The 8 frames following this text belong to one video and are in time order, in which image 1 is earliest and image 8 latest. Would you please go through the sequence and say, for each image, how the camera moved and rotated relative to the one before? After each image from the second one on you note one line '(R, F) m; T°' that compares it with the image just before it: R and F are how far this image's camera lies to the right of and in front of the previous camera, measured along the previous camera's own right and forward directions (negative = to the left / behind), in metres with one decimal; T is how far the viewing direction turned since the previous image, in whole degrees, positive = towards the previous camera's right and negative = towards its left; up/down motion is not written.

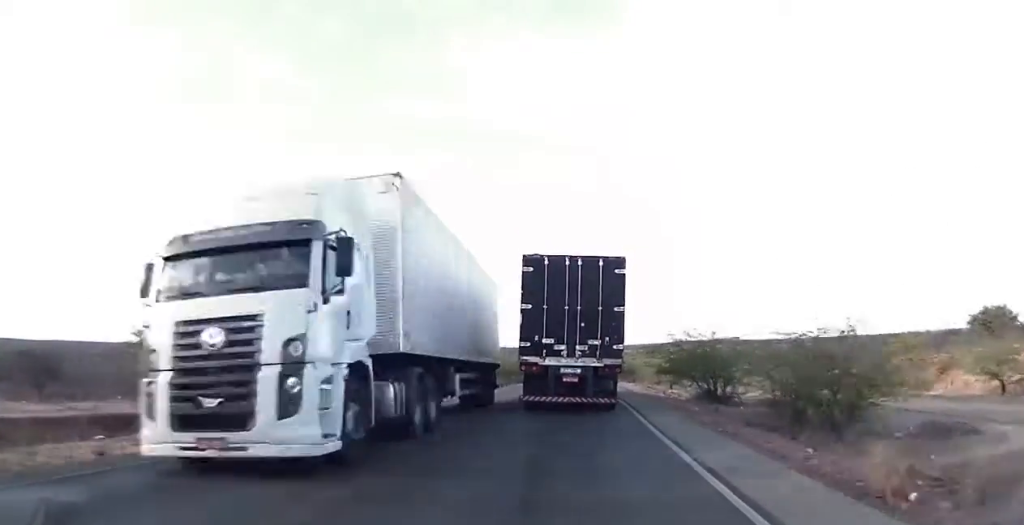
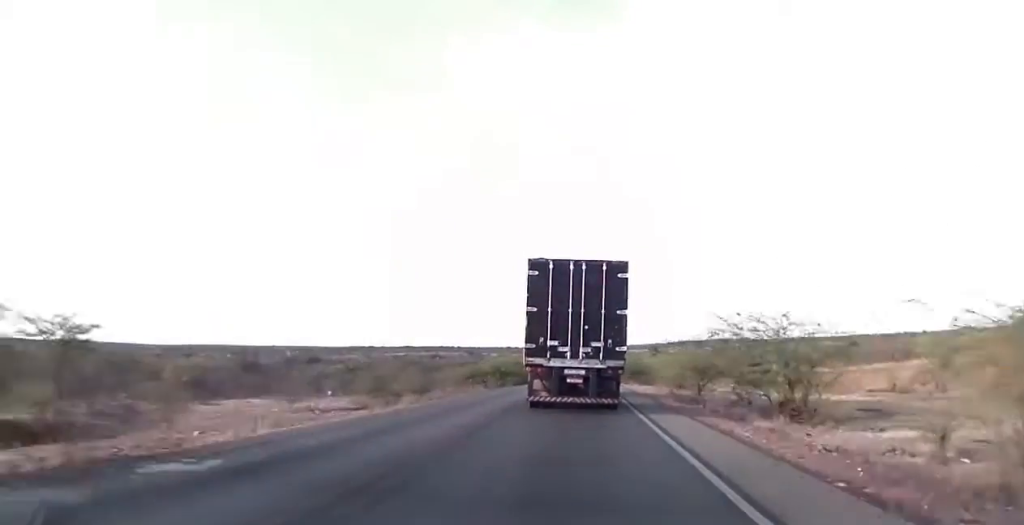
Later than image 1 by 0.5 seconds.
(-0.1, +10.2) m; -1°
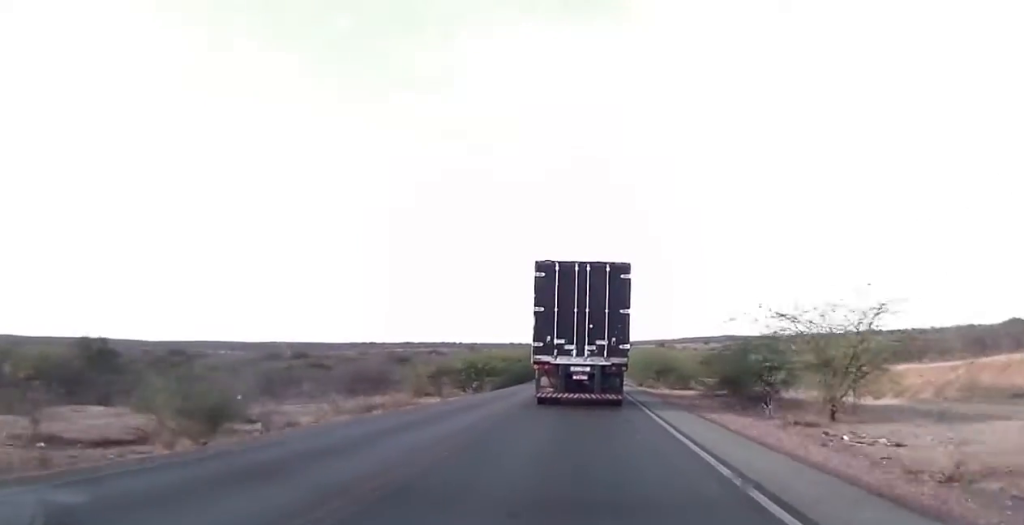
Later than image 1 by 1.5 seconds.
(-0.3, +20.1) m; -1°
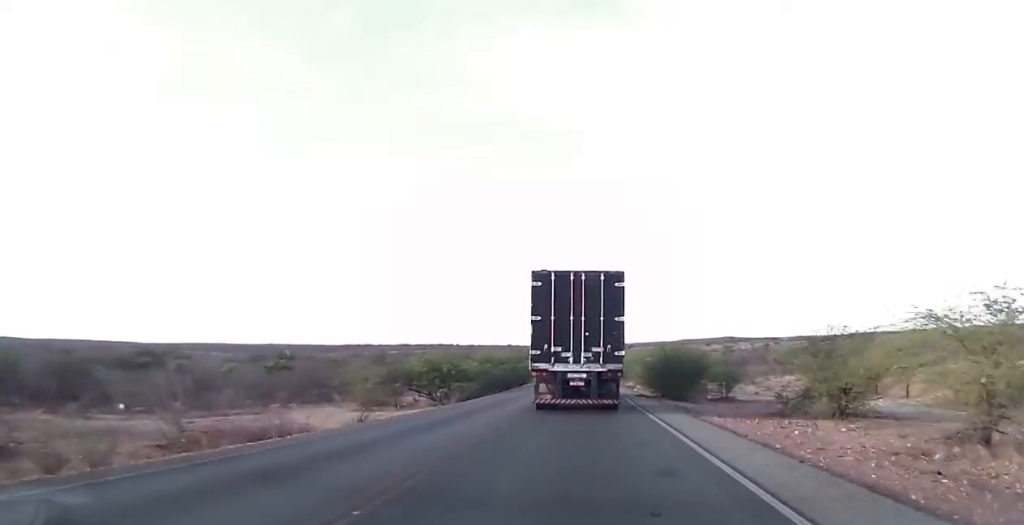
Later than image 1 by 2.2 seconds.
(0.0, +13.8) m; 0°
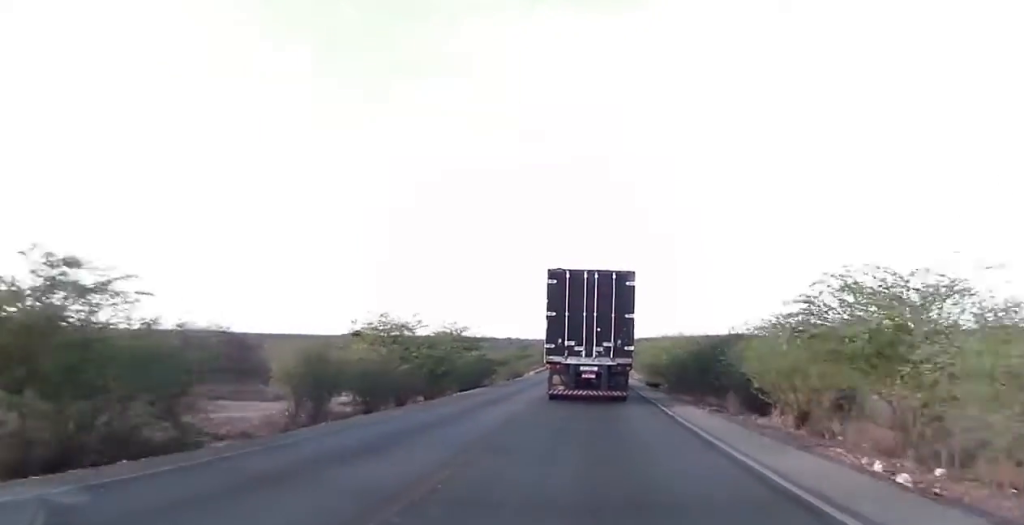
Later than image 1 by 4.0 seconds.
(-0.3, +38.7) m; 0°
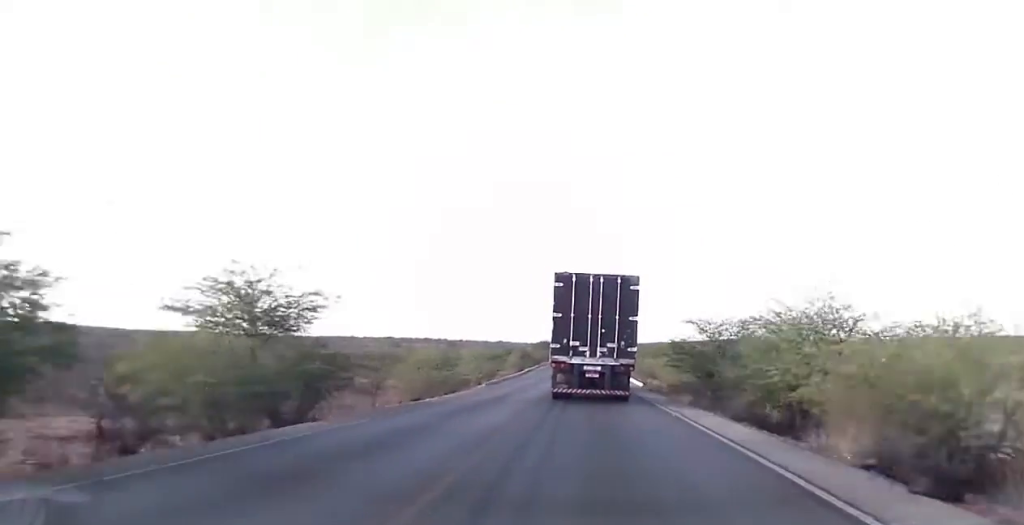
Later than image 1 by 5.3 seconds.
(+0.3, +31.2) m; +1°
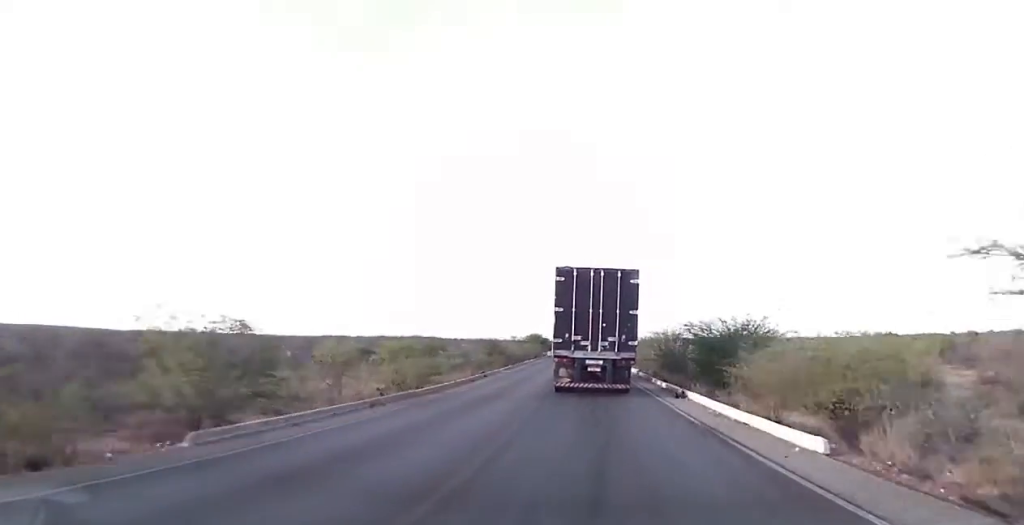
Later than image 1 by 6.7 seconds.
(+0.1, +29.1) m; 0°
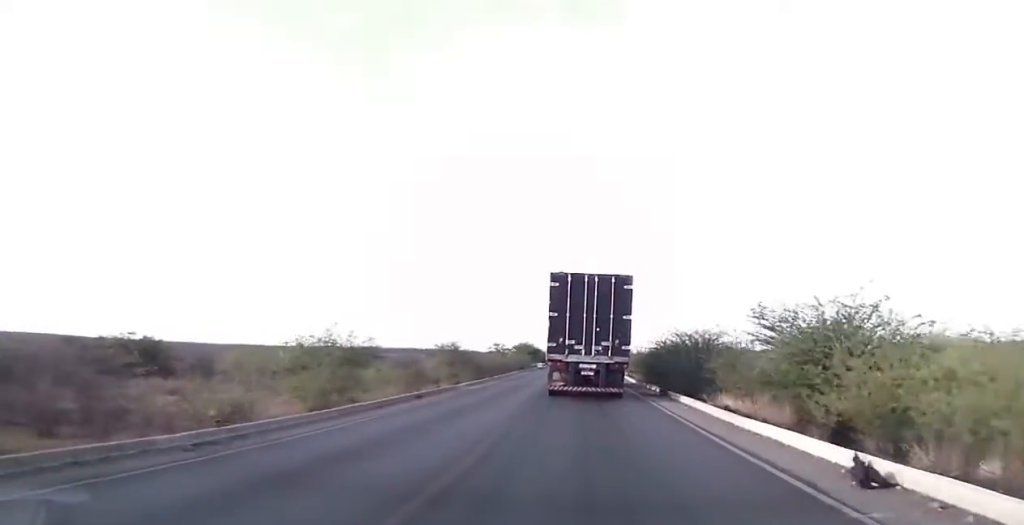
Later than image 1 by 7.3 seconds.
(0.0, +15.6) m; 0°
